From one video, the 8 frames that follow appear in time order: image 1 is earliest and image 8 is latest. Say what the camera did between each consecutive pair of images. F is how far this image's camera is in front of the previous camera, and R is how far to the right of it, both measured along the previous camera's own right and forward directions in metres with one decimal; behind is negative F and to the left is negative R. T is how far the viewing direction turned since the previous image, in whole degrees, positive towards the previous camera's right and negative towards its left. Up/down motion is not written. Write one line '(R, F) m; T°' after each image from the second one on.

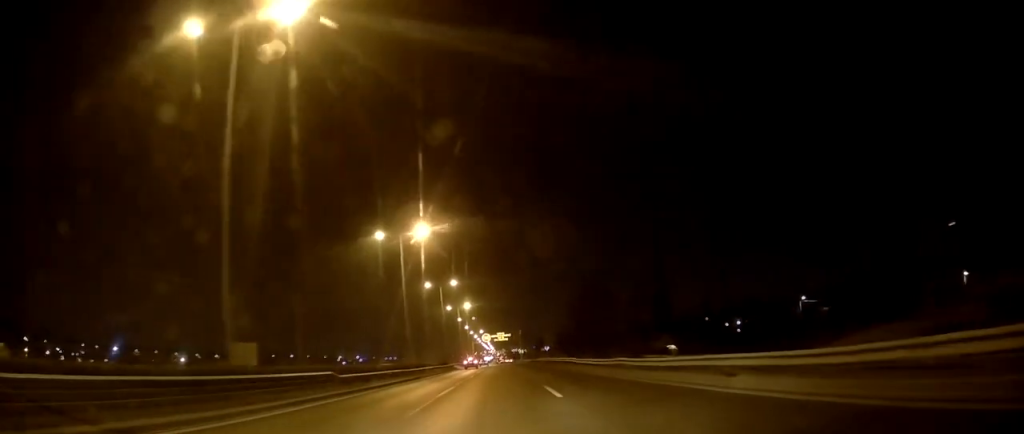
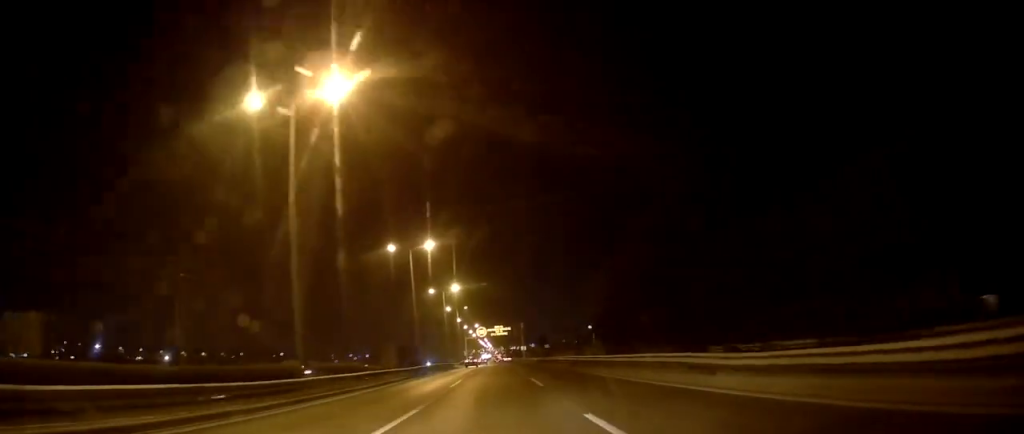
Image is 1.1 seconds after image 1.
(0.0, +28.8) m; -1°
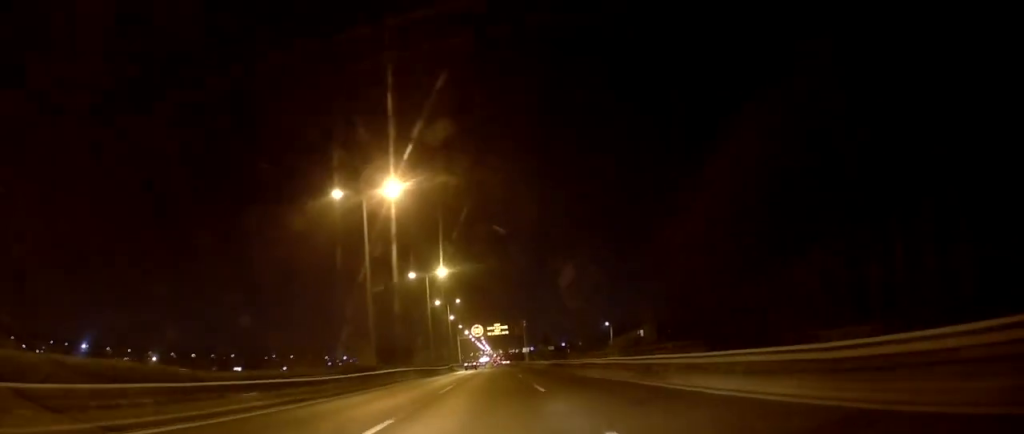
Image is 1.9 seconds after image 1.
(-0.3, +20.7) m; -1°
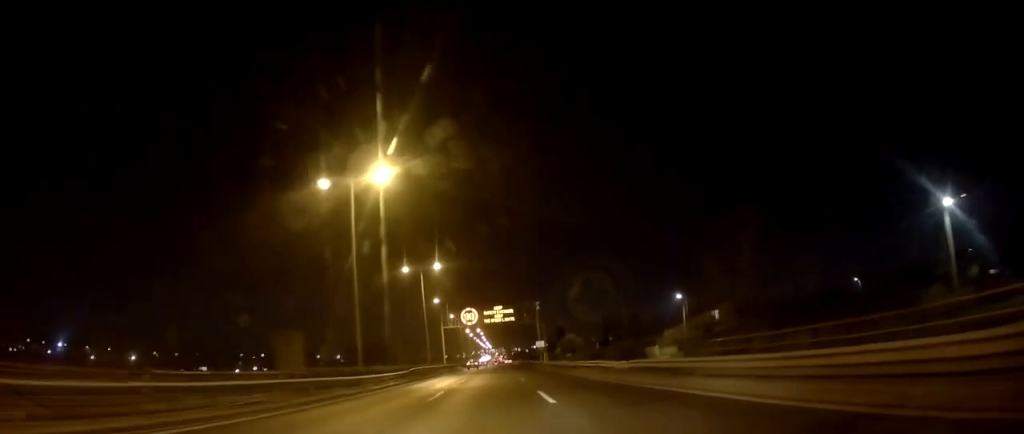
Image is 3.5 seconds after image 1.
(0.0, +40.0) m; +1°
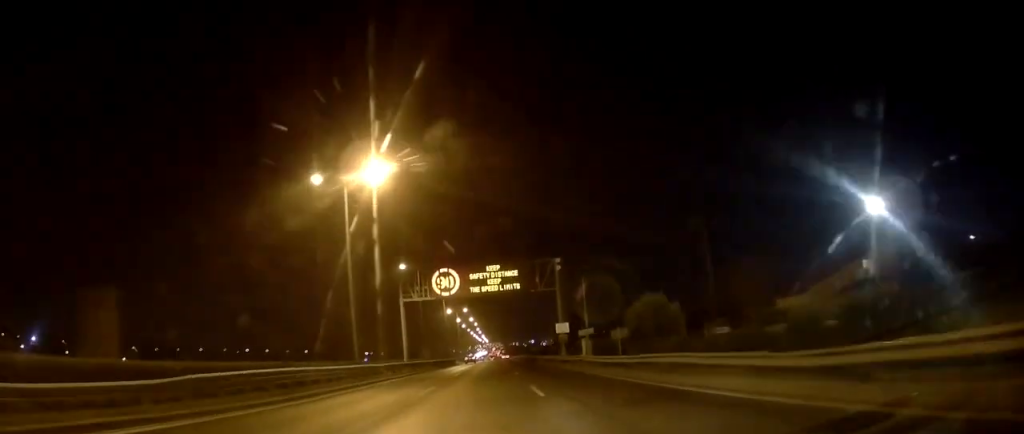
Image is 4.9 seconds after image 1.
(+0.1, +35.1) m; 0°
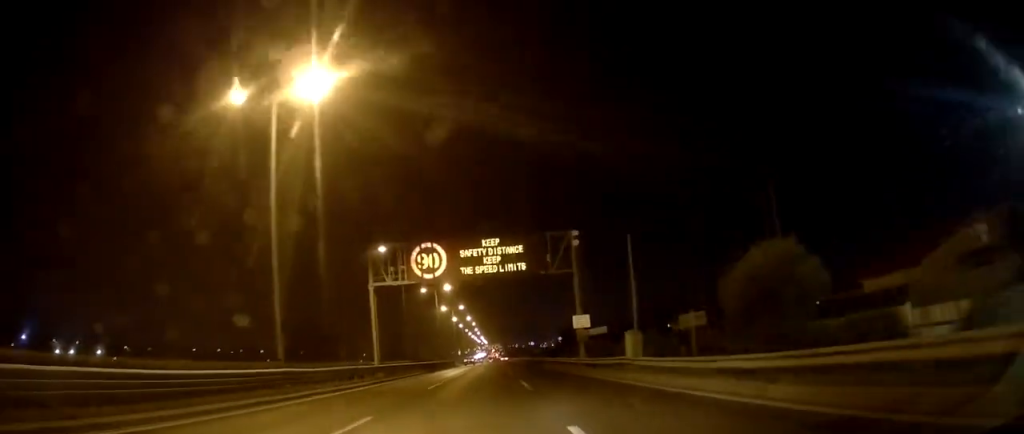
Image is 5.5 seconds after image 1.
(-0.1, +13.3) m; 0°
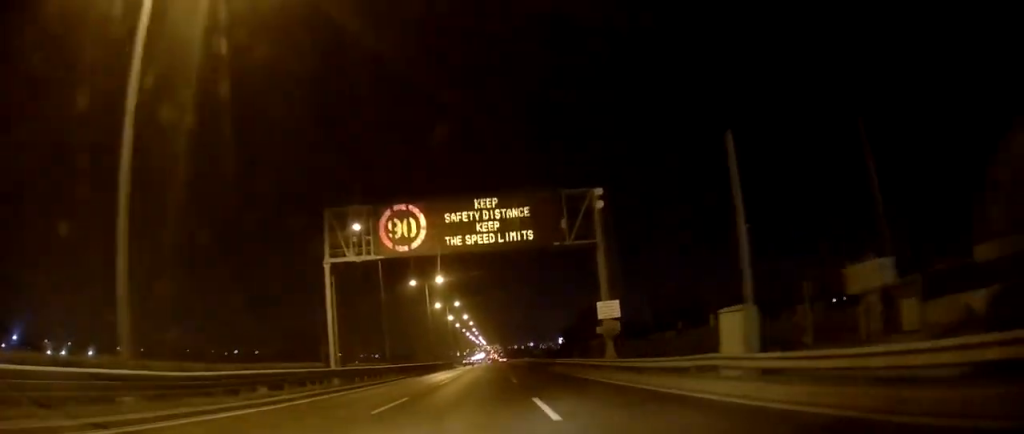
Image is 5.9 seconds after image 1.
(0.0, +10.8) m; 0°
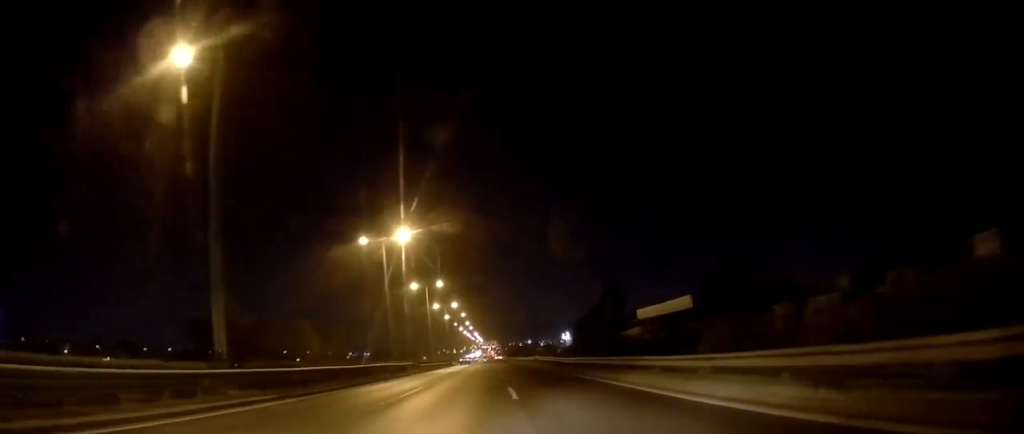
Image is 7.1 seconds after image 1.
(+0.1, +30.0) m; +1°
